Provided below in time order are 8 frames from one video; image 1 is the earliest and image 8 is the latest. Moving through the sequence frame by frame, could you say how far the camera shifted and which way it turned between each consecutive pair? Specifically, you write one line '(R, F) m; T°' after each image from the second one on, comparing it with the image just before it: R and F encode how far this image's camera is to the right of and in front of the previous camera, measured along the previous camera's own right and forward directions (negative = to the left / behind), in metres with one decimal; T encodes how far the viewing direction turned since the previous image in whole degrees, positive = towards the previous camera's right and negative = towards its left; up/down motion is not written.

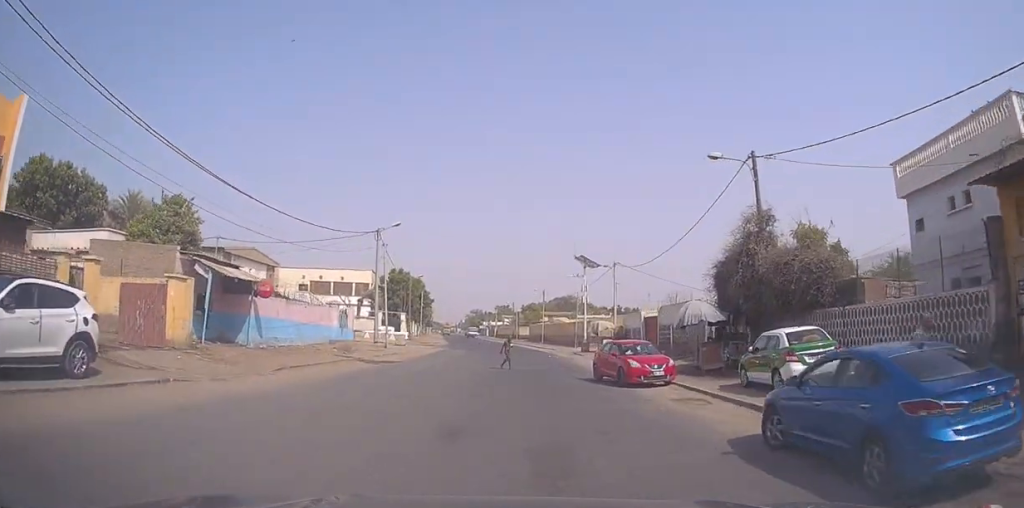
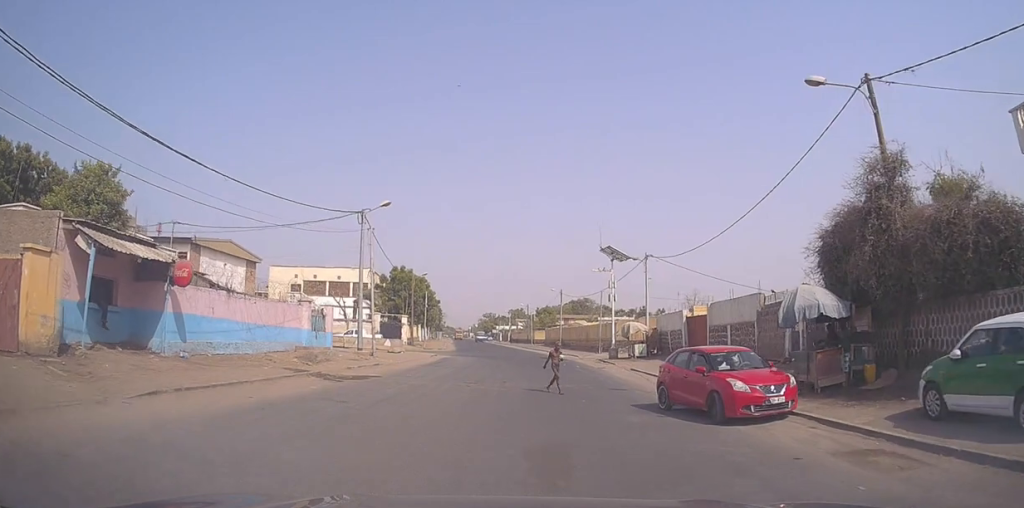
(+0.2, +8.4) m; 0°
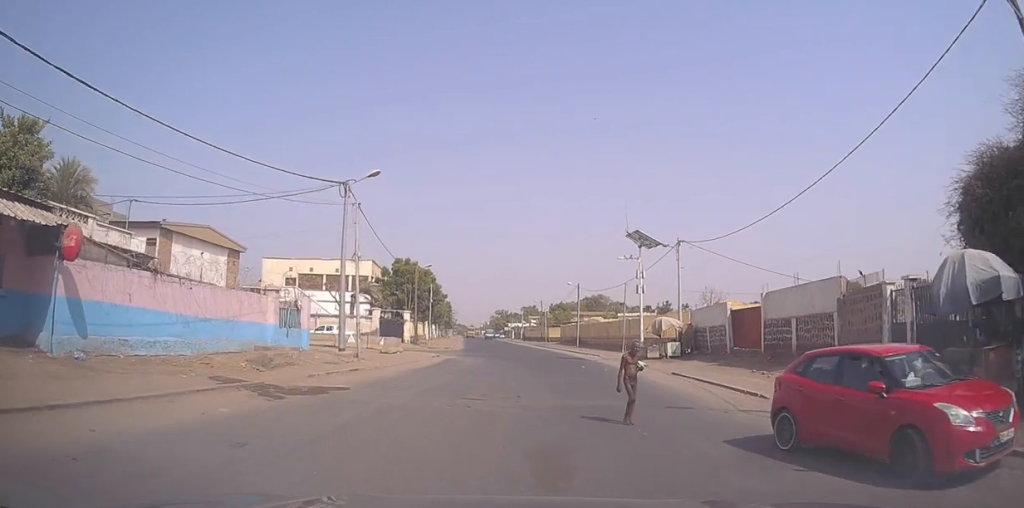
(-0.1, +5.9) m; -2°
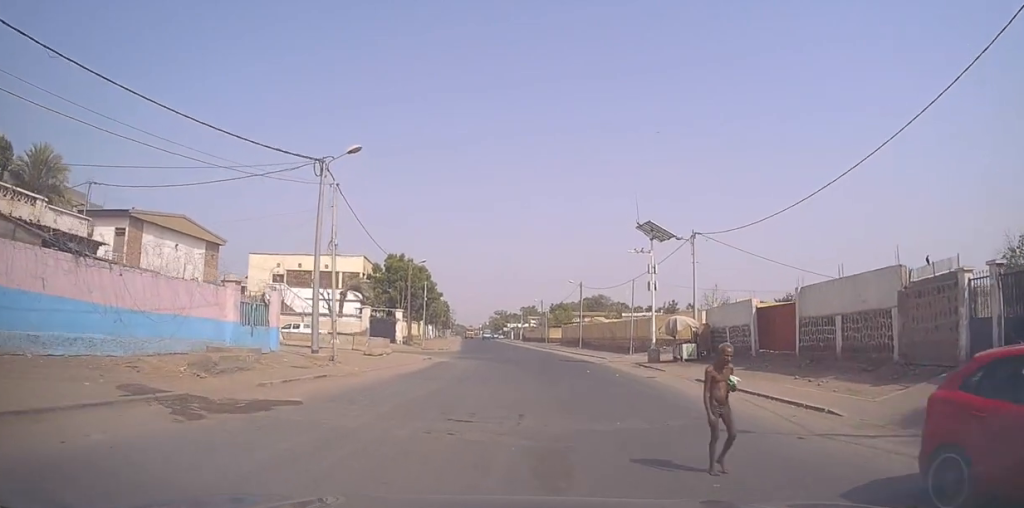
(-0.3, +3.6) m; -1°
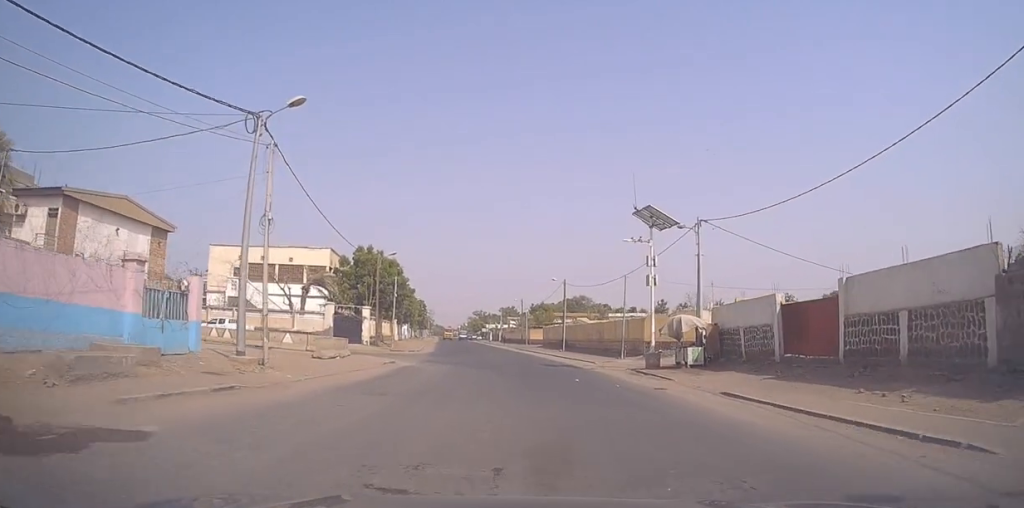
(+0.3, +5.0) m; +2°
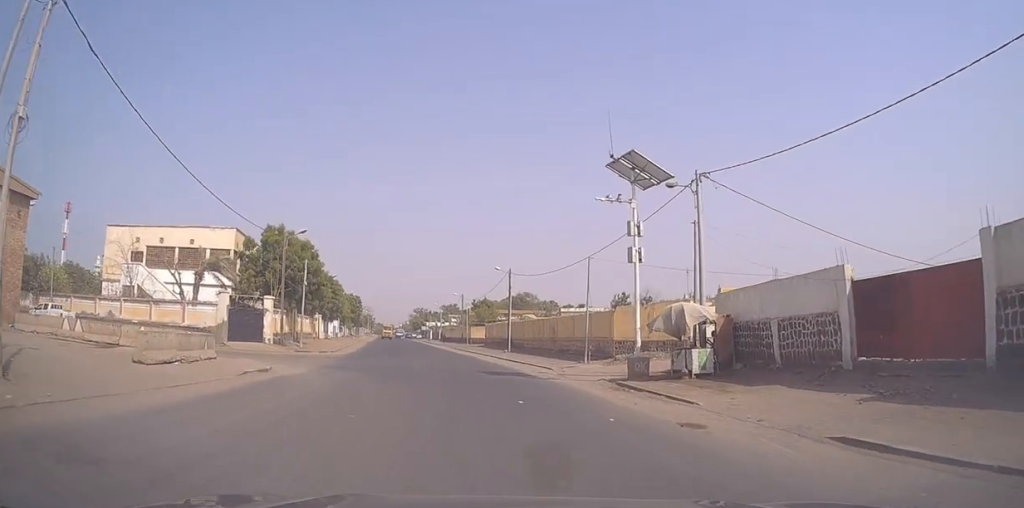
(+0.2, +8.8) m; +4°
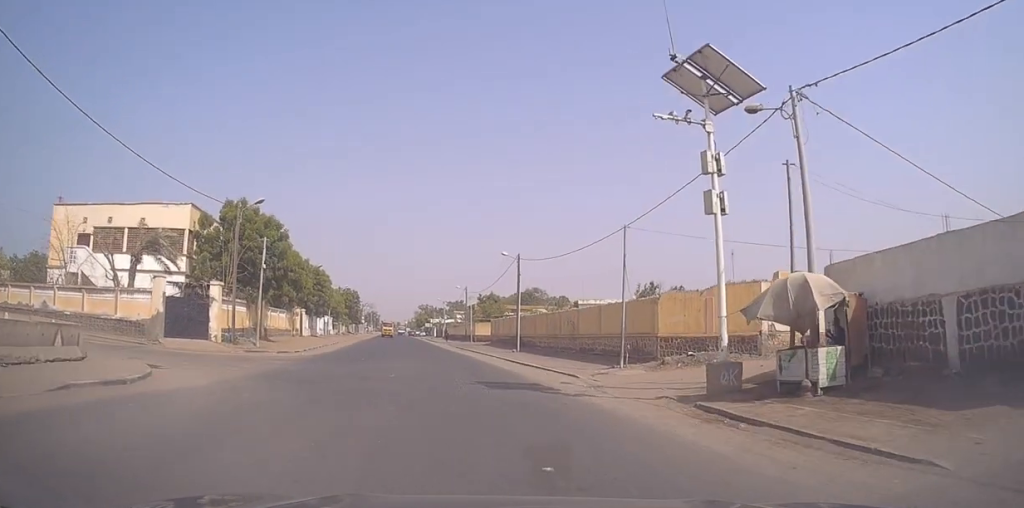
(+0.3, +7.8) m; +4°
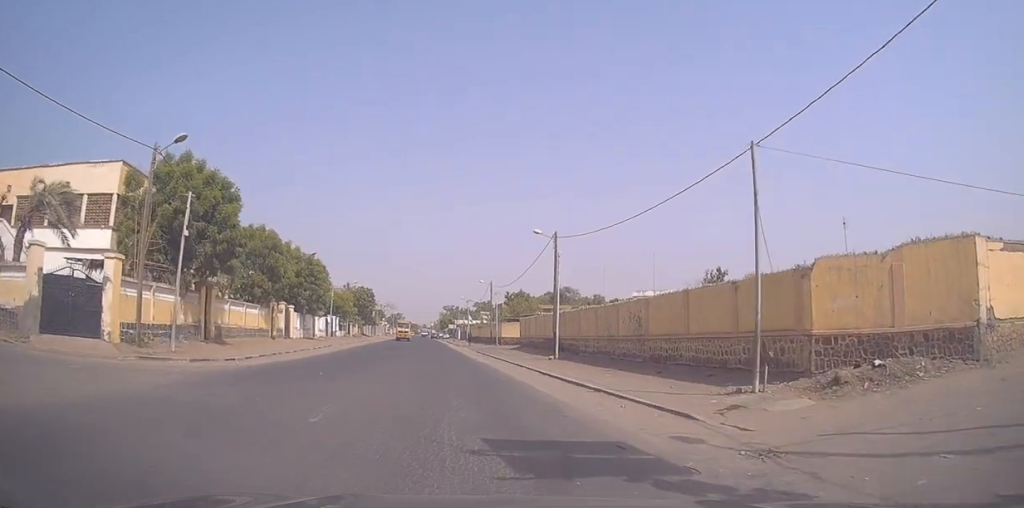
(+0.1, +11.1) m; -2°
